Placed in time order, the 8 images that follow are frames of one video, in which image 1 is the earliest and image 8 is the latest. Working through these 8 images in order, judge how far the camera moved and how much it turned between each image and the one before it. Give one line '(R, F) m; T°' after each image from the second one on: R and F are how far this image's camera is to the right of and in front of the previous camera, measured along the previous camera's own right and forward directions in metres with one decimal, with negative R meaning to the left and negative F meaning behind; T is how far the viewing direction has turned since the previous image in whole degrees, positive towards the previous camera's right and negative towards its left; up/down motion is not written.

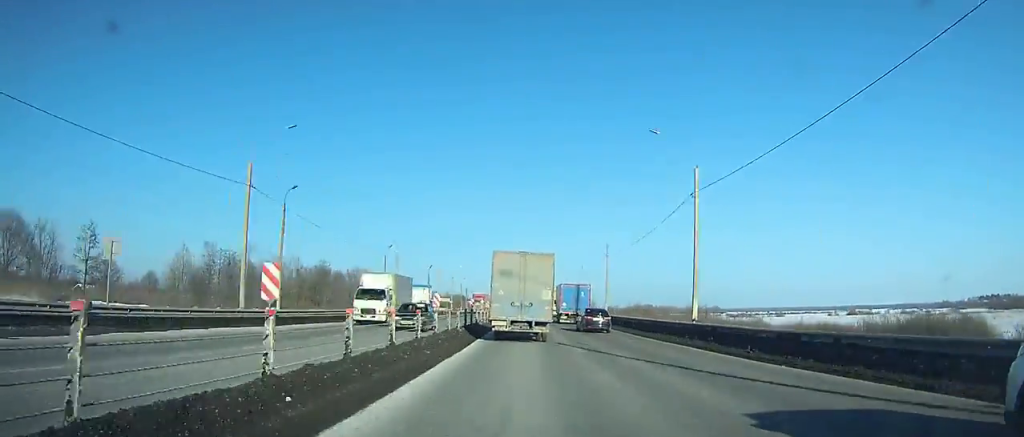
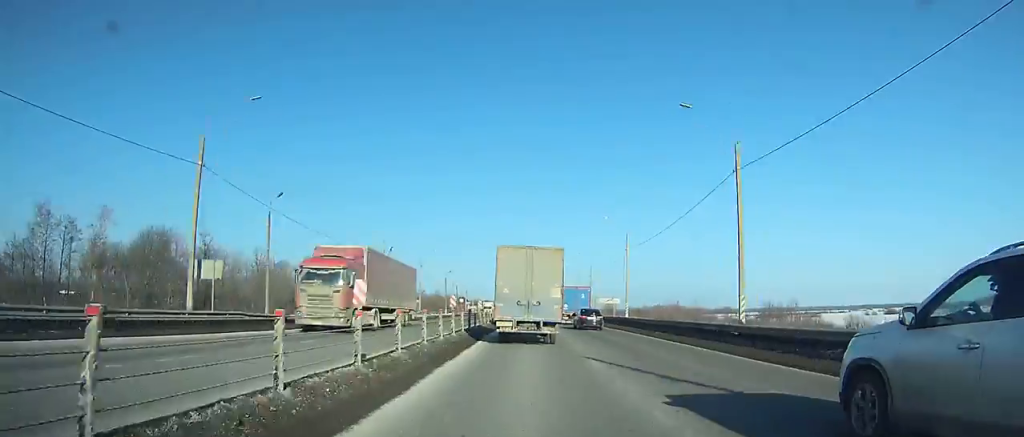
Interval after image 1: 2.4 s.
(0.0, +45.1) m; 0°
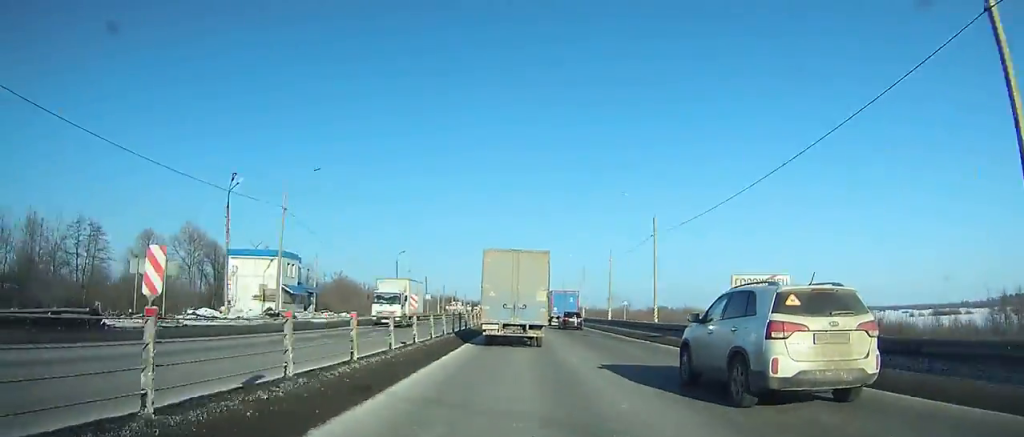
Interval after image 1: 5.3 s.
(+0.2, +54.0) m; 0°
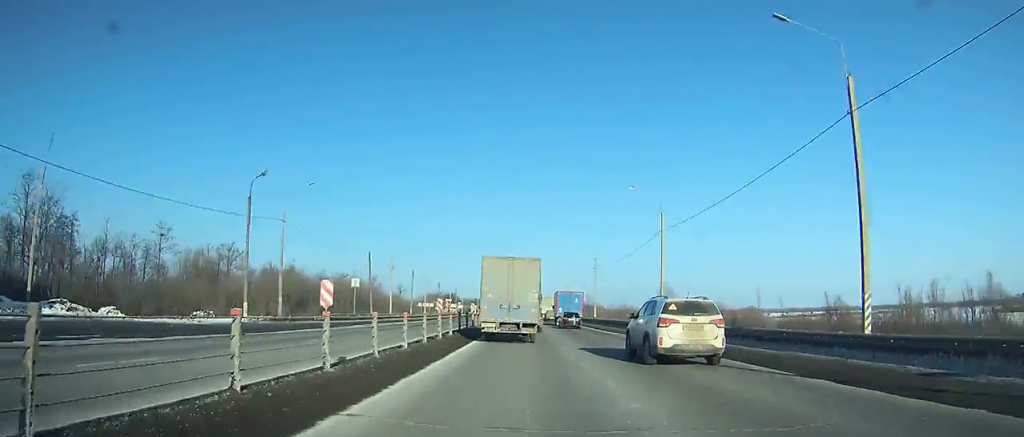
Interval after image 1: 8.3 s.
(-0.3, +55.8) m; -1°
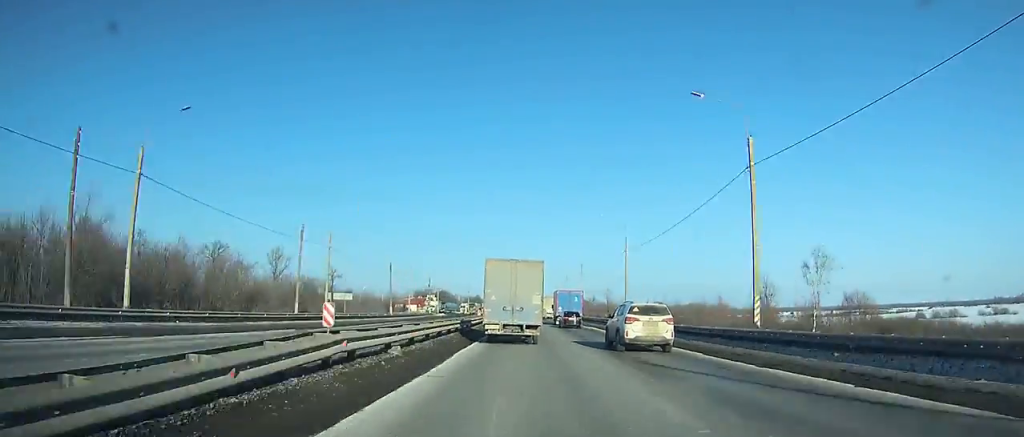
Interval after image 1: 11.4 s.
(-0.4, +57.8) m; -1°
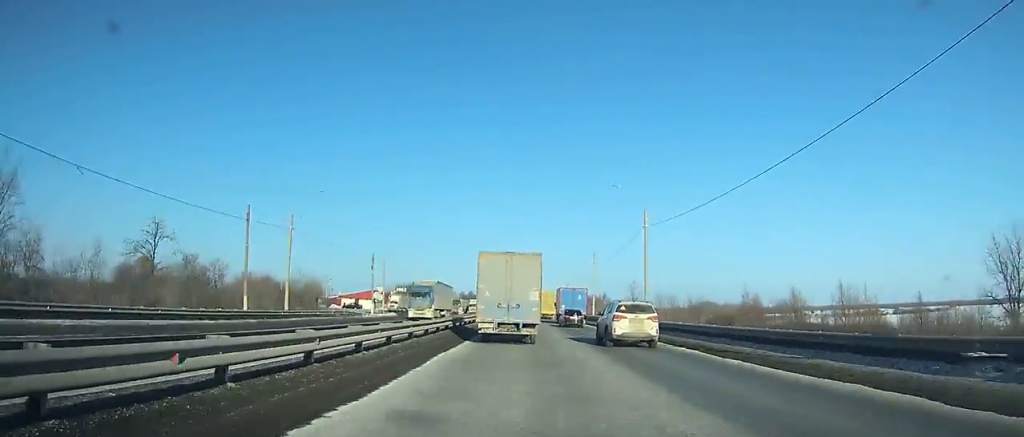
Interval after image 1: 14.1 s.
(-0.2, +50.3) m; 0°
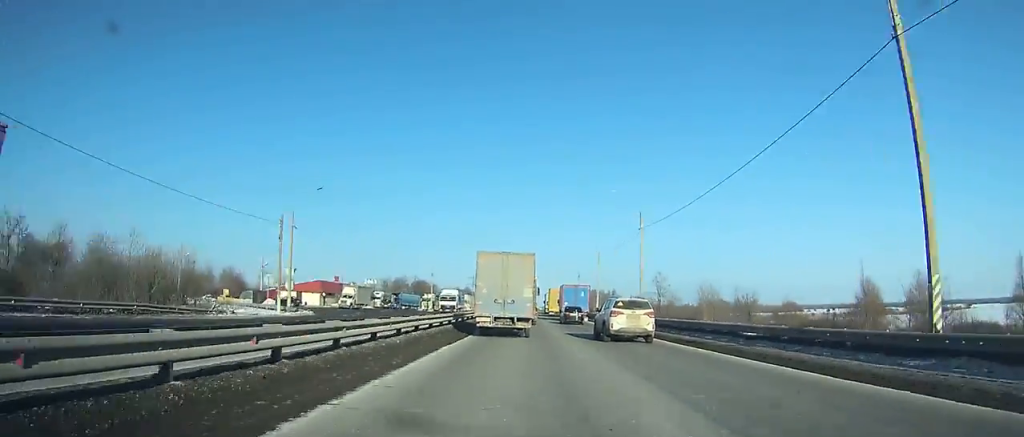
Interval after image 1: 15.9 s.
(+0.1, +33.3) m; 0°
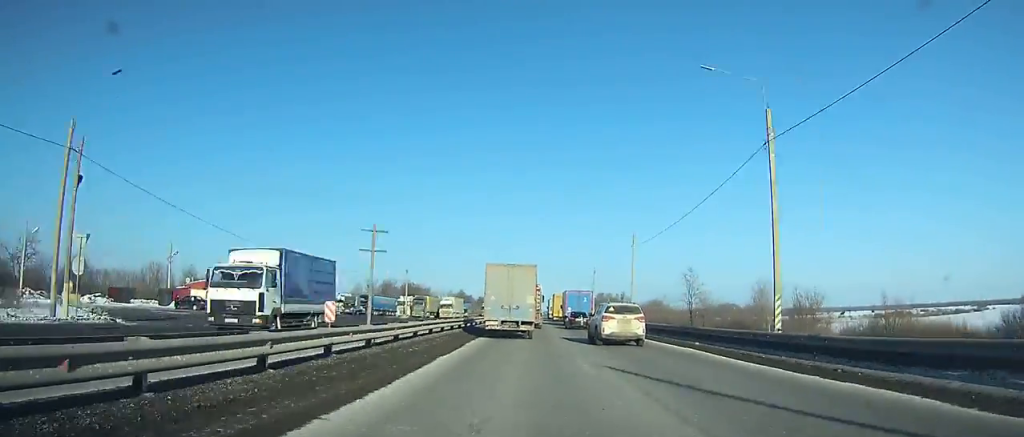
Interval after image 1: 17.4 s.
(0.0, +27.8) m; 0°
